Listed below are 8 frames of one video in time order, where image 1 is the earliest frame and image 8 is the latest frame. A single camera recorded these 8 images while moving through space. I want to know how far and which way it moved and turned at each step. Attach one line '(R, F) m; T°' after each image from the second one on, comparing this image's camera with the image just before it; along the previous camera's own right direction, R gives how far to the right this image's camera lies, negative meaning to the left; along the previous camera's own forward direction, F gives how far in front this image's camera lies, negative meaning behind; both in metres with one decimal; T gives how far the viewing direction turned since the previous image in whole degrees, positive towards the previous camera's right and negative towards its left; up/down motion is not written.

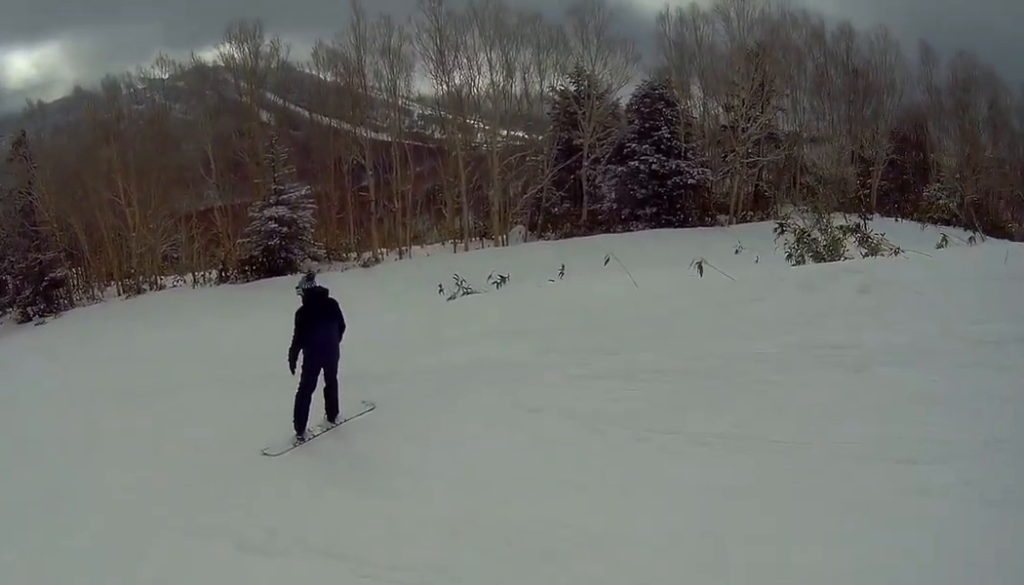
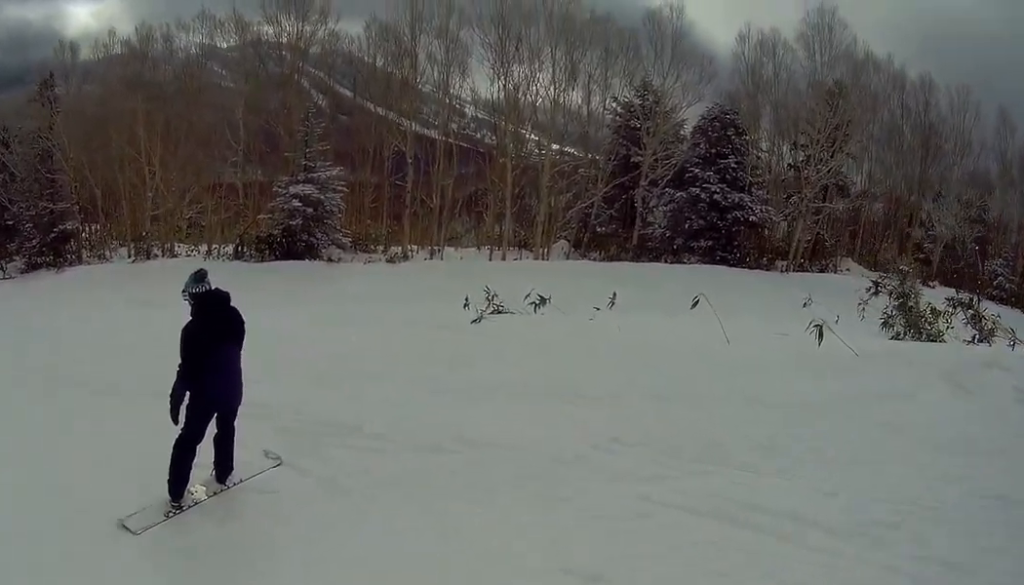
(-0.7, +3.0) m; -21°
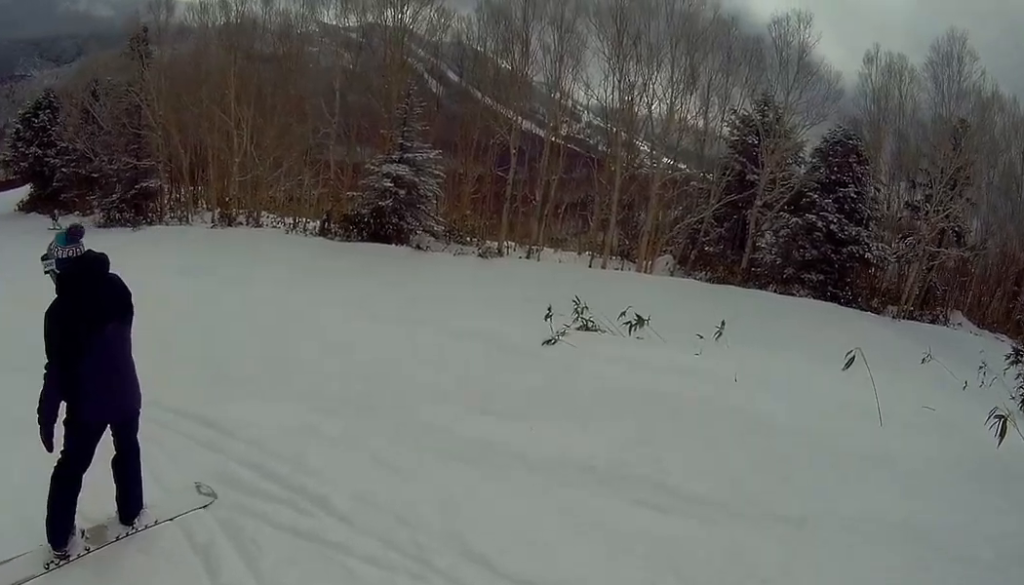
(-0.3, +2.1) m; -13°
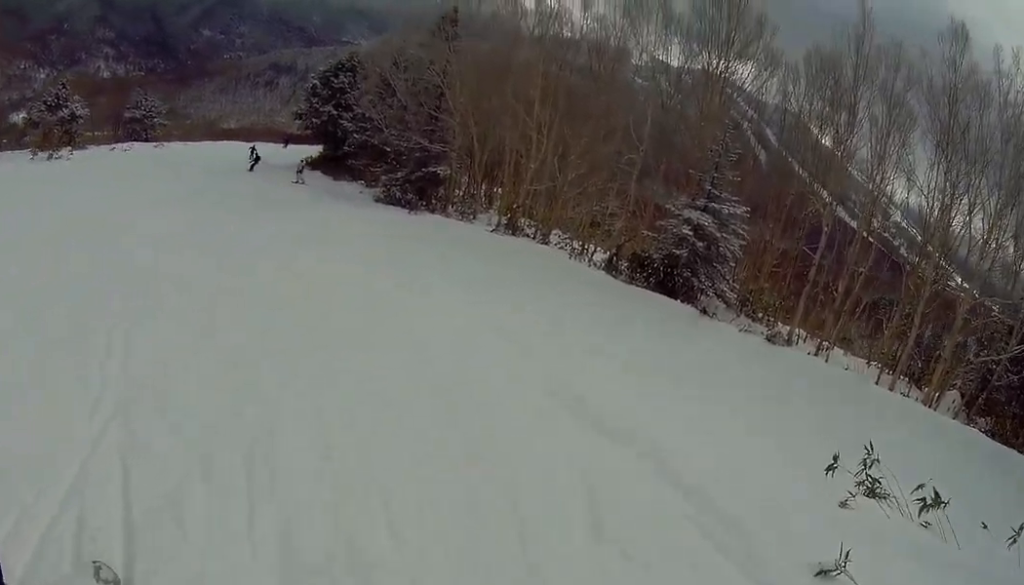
(-0.3, +2.9) m; -8°
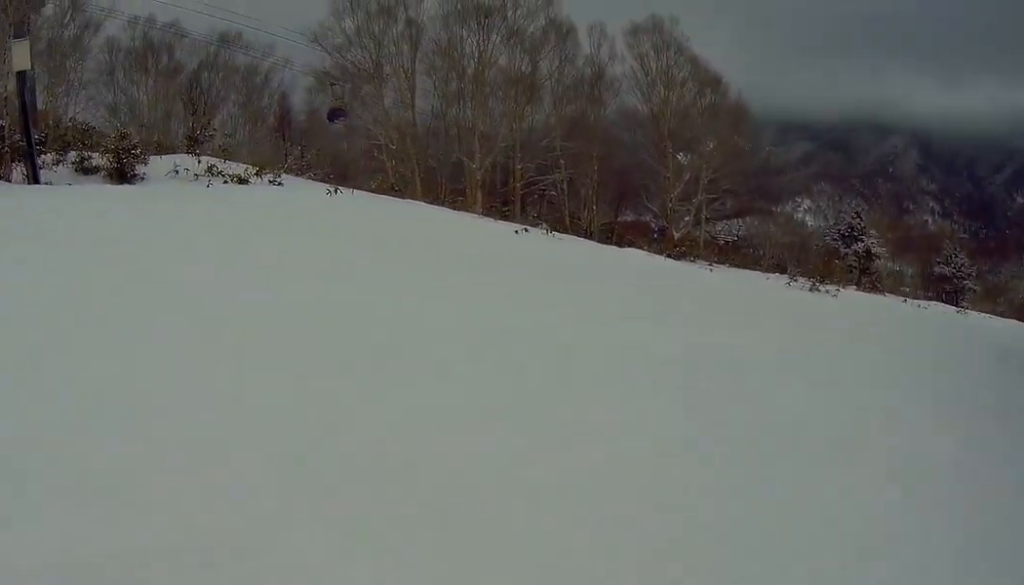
(-0.3, +7.2) m; +16°
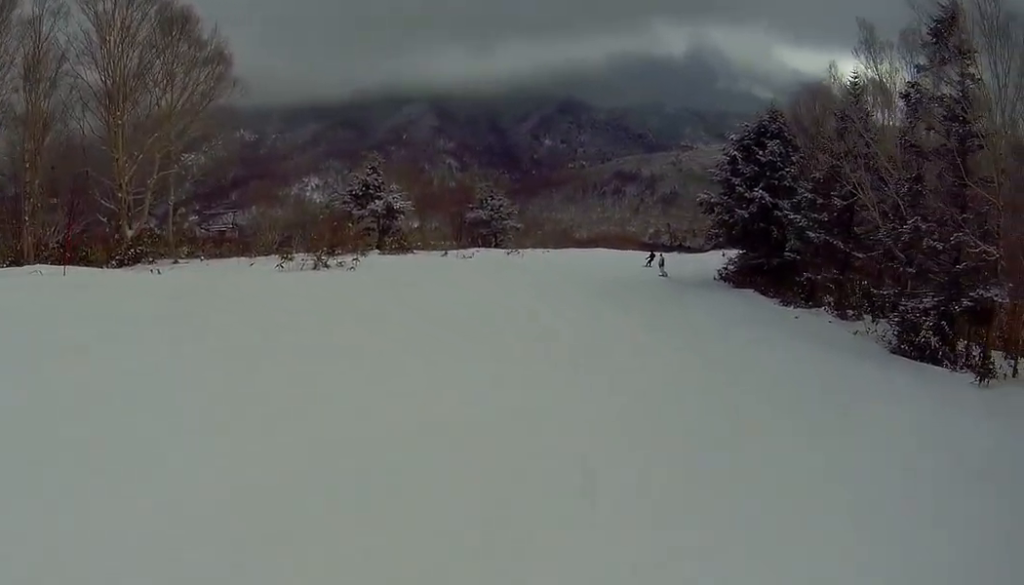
(+2.0, +4.6) m; +49°
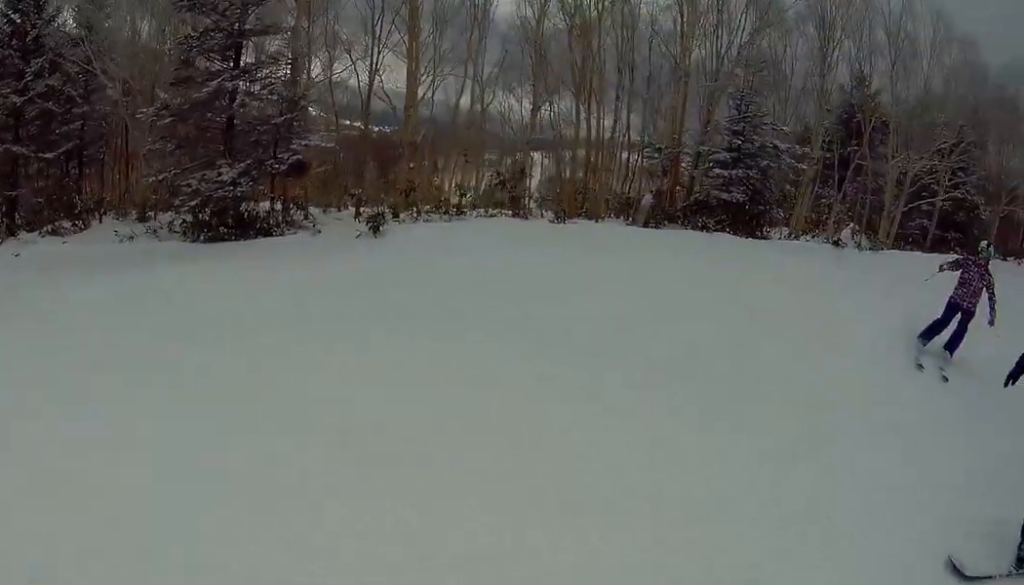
(+1.4, +4.6) m; +10°
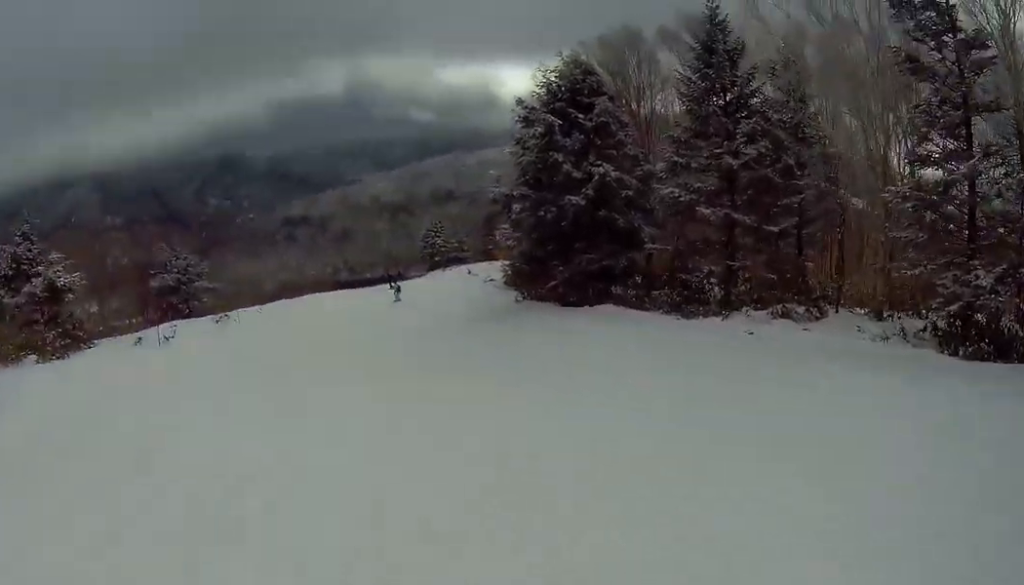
(-0.3, +1.5) m; -6°
